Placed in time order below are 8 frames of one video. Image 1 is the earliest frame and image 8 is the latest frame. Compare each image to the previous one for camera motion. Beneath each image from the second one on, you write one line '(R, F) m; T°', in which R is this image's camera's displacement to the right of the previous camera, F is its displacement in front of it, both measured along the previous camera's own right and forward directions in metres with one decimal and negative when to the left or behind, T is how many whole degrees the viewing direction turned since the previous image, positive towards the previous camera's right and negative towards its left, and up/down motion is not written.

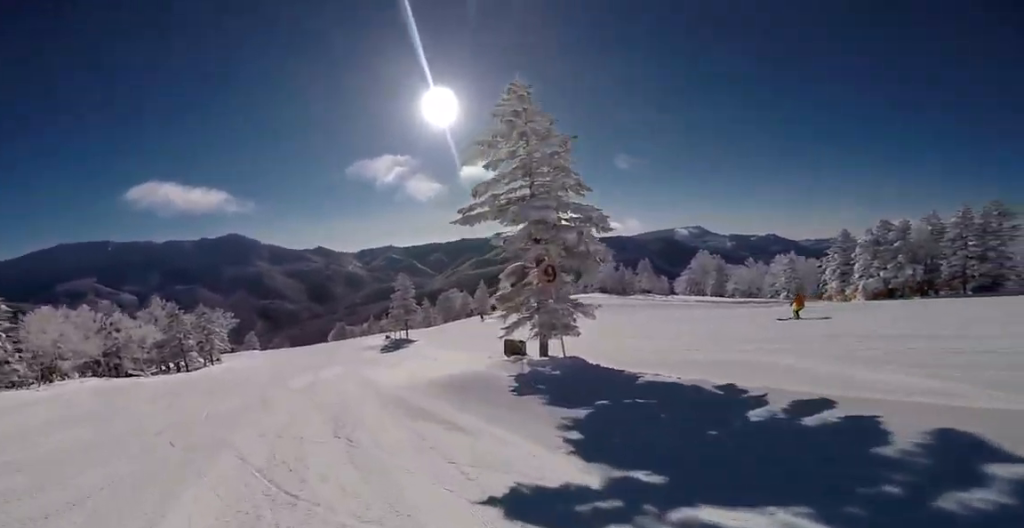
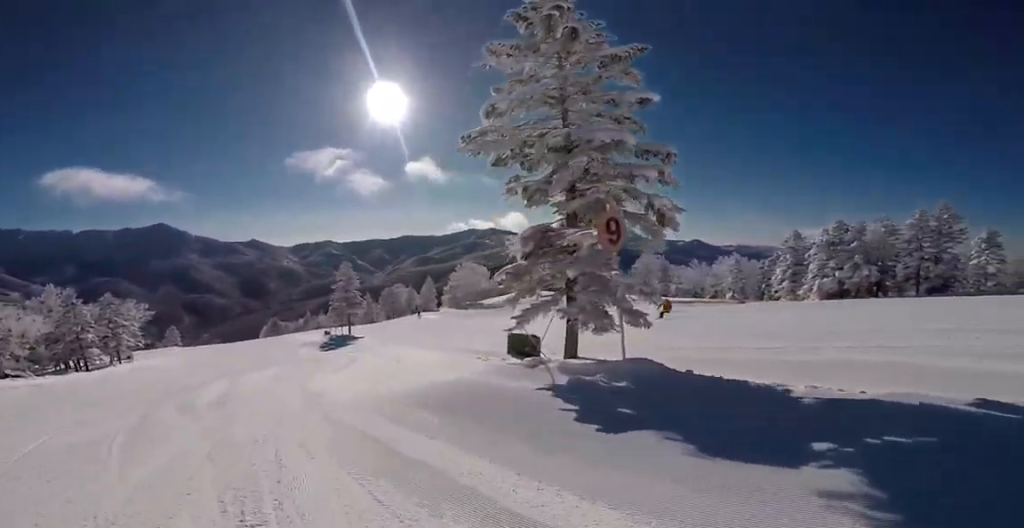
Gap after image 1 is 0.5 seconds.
(+1.0, +4.2) m; +8°
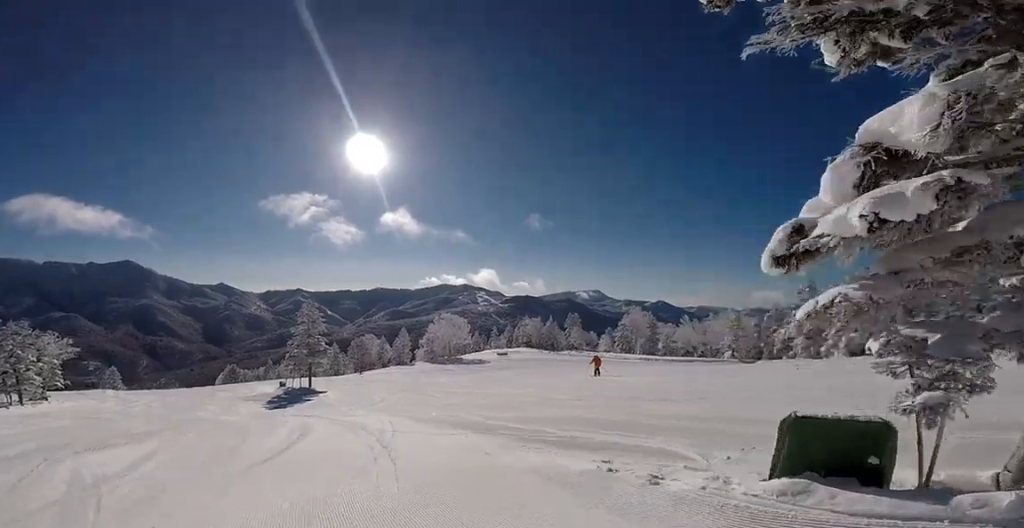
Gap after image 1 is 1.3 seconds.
(-0.3, +7.3) m; +6°
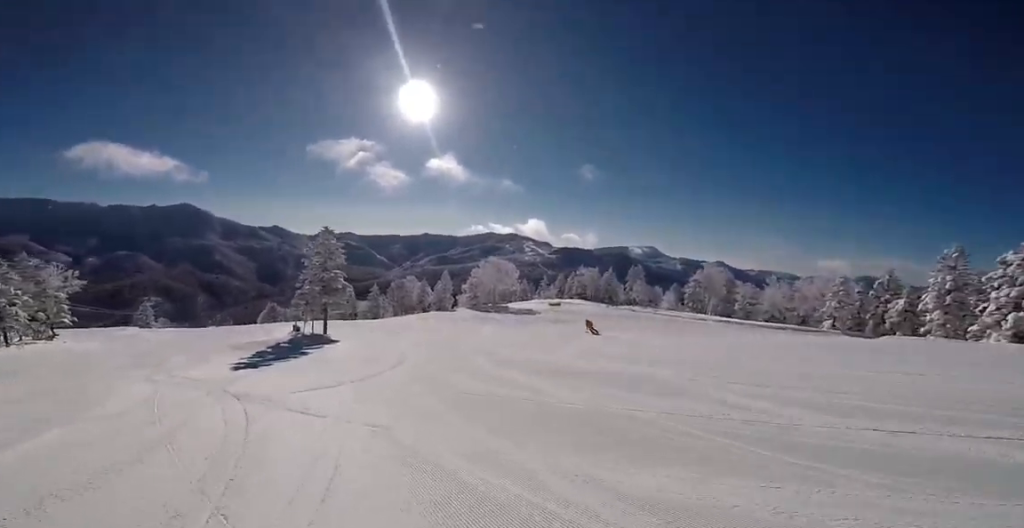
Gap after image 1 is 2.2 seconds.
(+0.9, +8.1) m; -2°
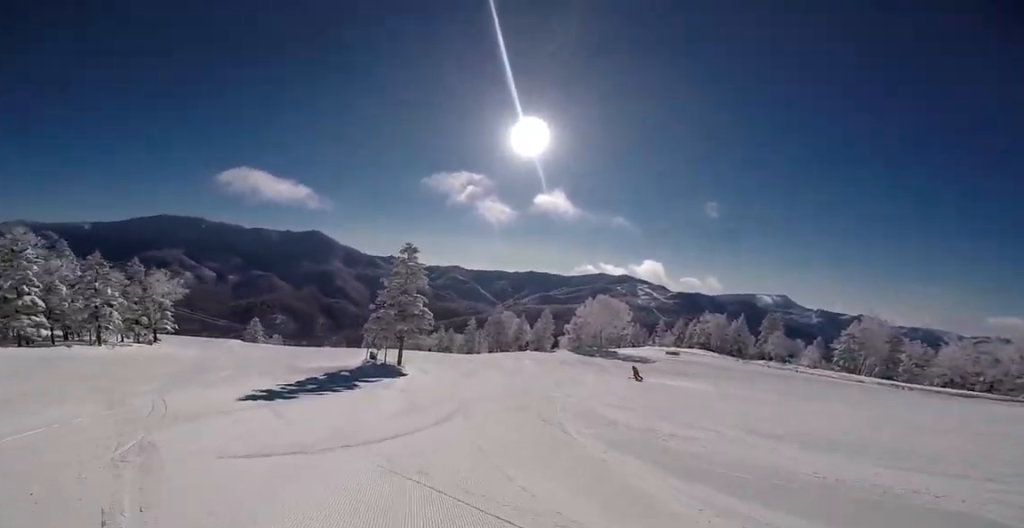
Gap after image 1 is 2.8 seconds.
(+0.2, +4.9) m; -6°
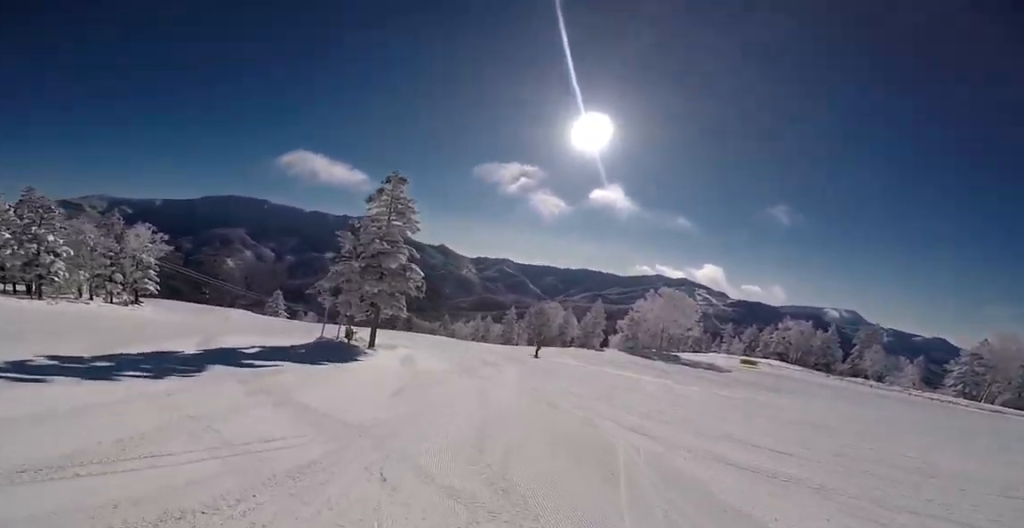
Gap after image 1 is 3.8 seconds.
(-2.3, +9.0) m; -14°
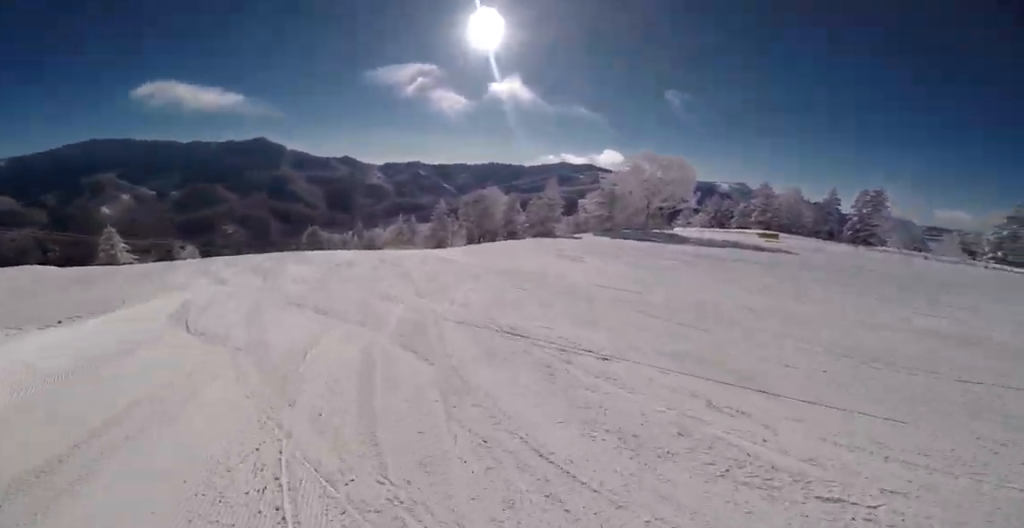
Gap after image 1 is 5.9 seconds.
(+1.1, +17.6) m; +2°
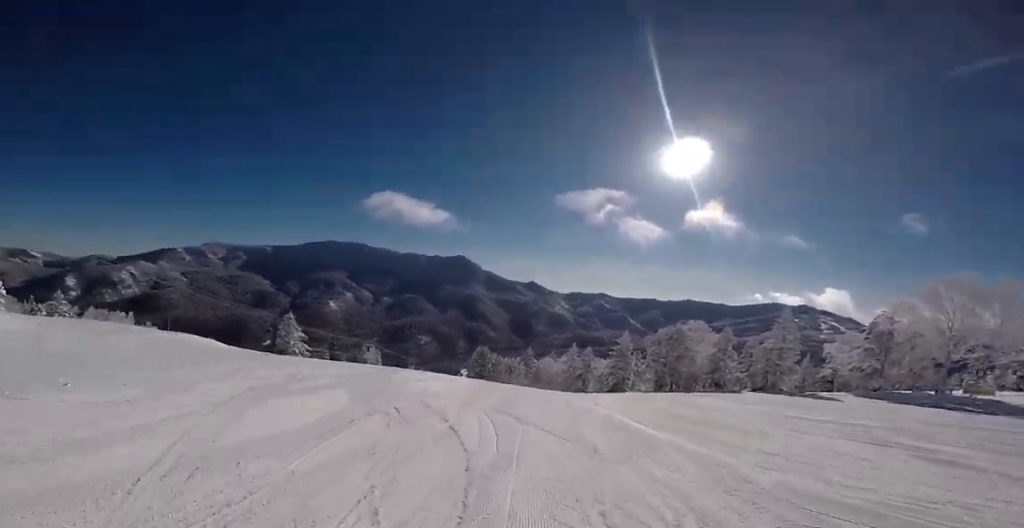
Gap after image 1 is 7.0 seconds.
(-0.6, +8.6) m; -4°
